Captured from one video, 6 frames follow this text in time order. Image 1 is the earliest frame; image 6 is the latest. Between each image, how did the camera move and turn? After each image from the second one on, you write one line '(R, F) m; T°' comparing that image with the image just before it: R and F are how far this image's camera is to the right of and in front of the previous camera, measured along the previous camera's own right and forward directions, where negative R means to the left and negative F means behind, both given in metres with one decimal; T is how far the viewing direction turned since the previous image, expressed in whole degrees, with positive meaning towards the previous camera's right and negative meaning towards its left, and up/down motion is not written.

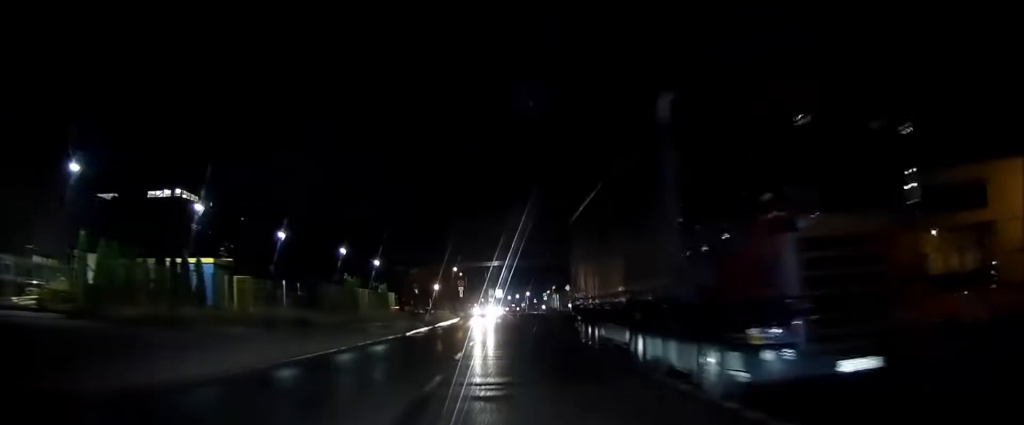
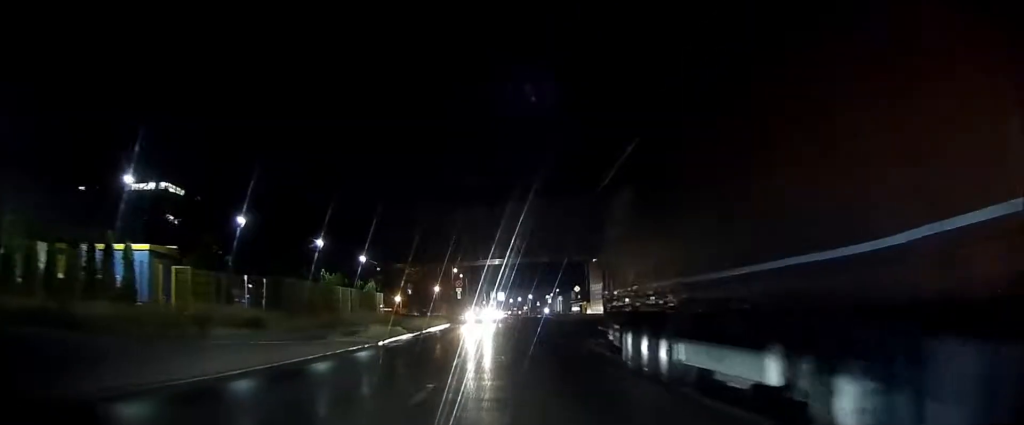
(0.0, +7.3) m; 0°
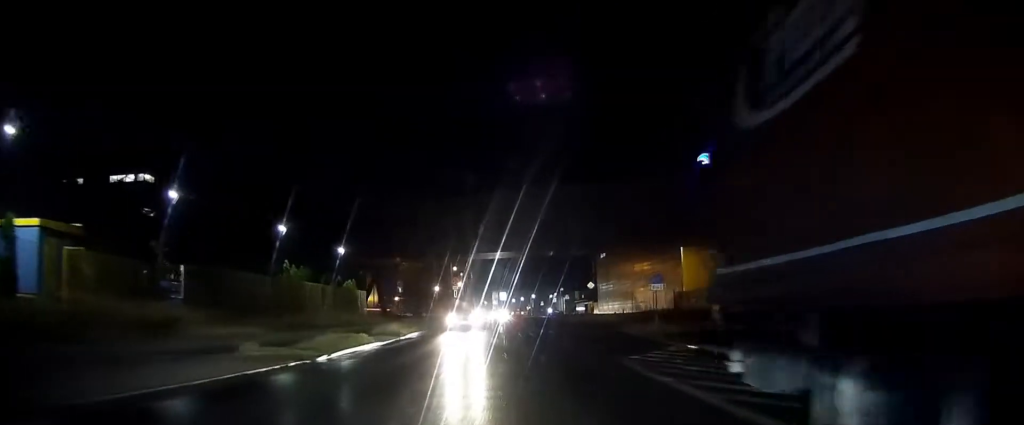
(0.0, +8.4) m; 0°
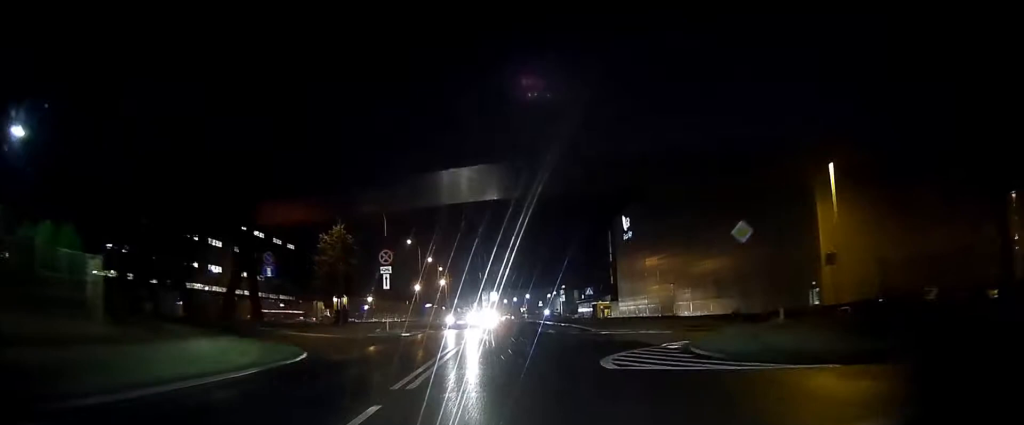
(+0.3, +34.7) m; +1°
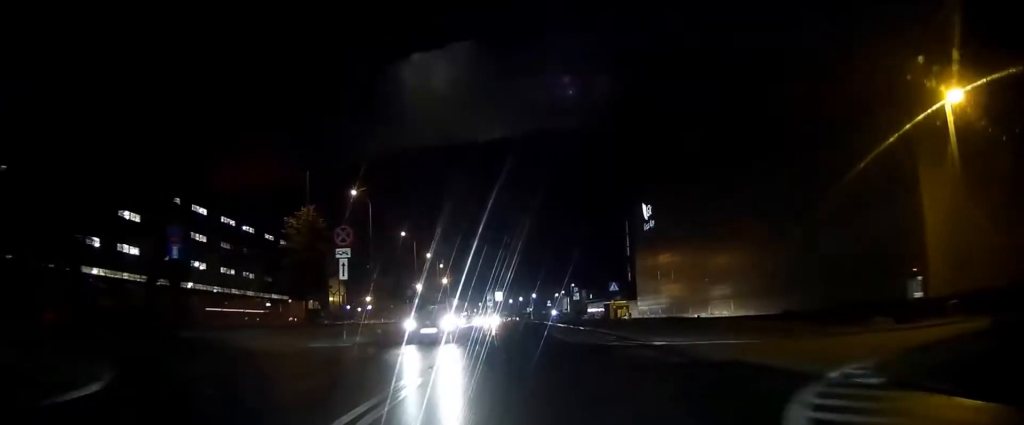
(0.0, +10.2) m; 0°
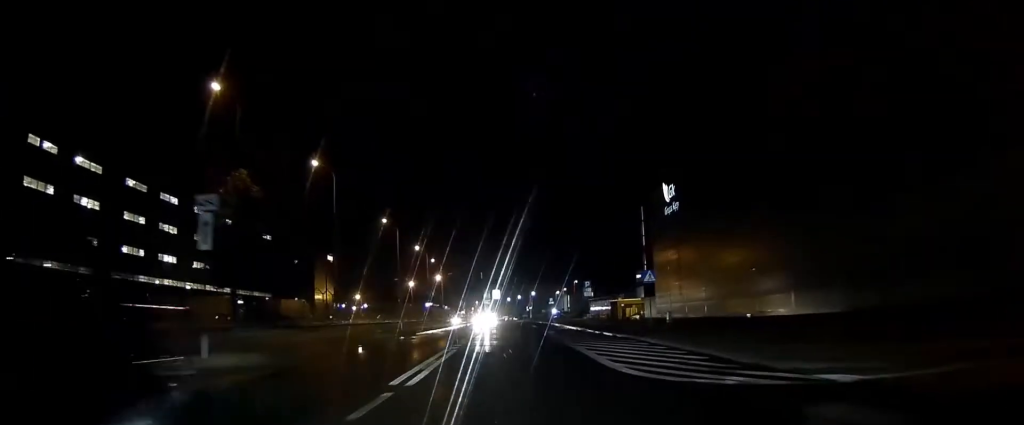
(0.0, +12.0) m; 0°
